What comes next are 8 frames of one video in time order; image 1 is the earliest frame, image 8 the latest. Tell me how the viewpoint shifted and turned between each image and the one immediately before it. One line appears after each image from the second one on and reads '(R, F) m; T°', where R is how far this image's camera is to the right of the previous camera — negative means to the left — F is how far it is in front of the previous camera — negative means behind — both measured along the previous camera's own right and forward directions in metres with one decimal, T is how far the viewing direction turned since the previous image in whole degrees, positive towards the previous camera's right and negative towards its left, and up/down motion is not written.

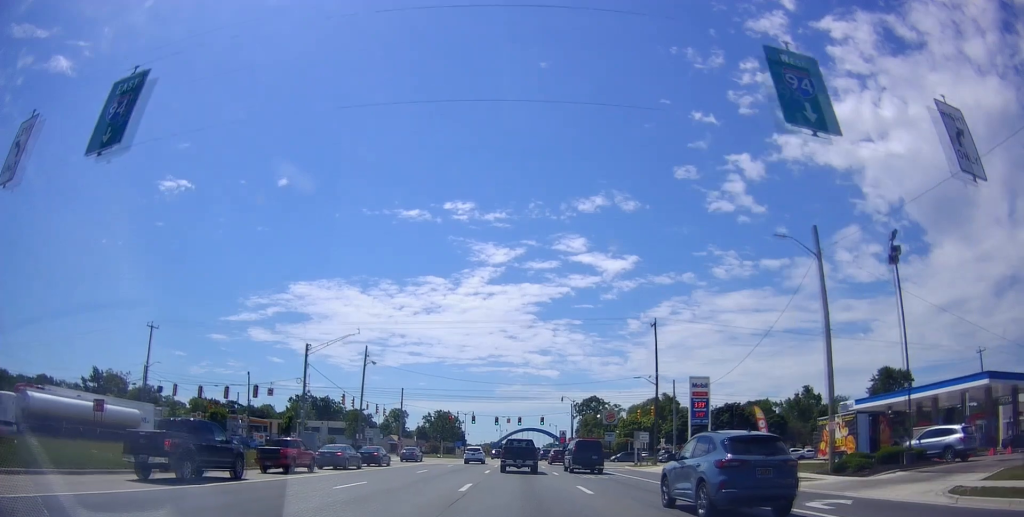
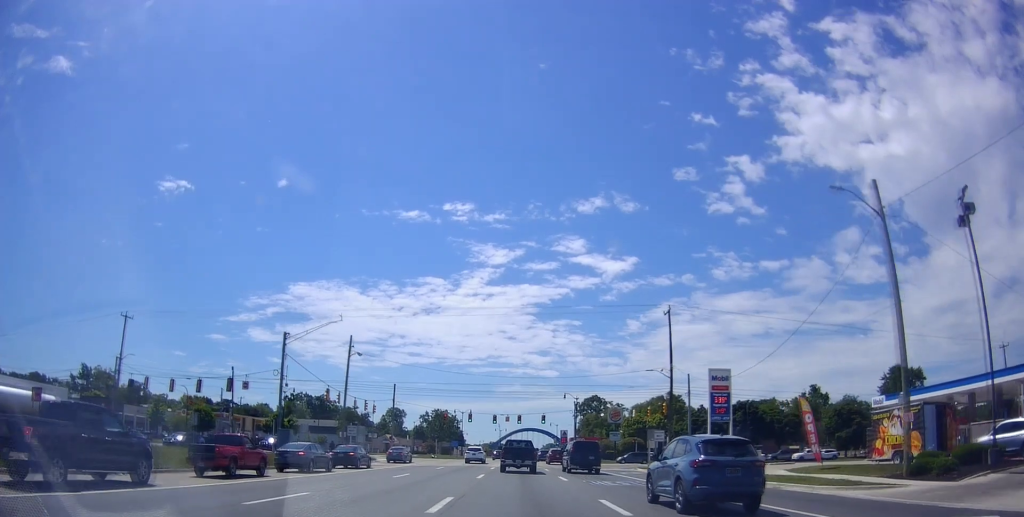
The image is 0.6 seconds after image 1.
(0.0, +5.4) m; 0°
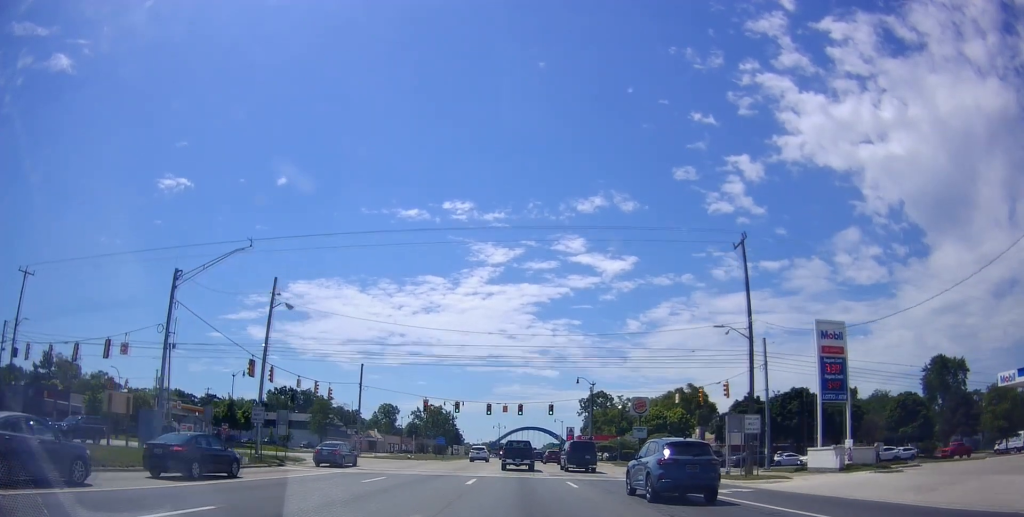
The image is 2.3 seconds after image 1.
(0.0, +18.6) m; 0°
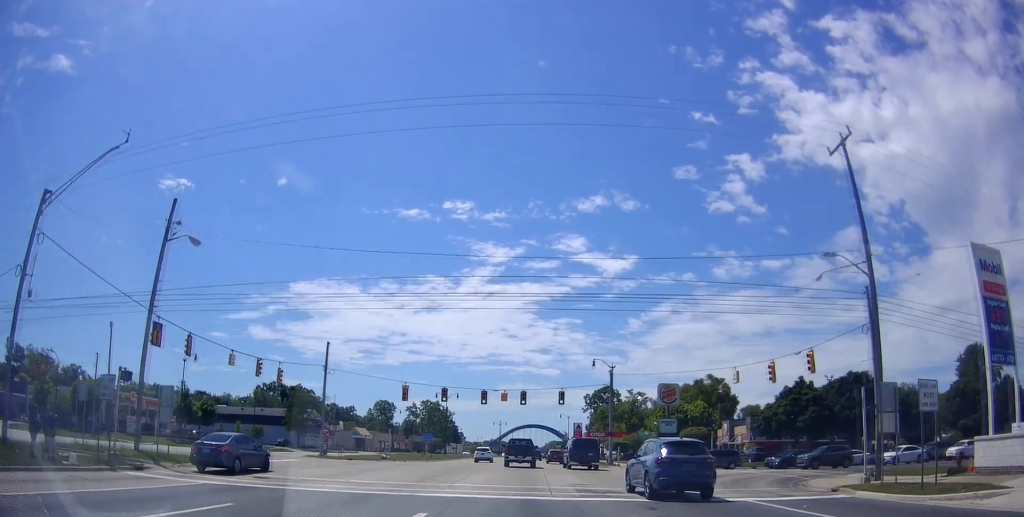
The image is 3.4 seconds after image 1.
(0.0, +13.6) m; 0°
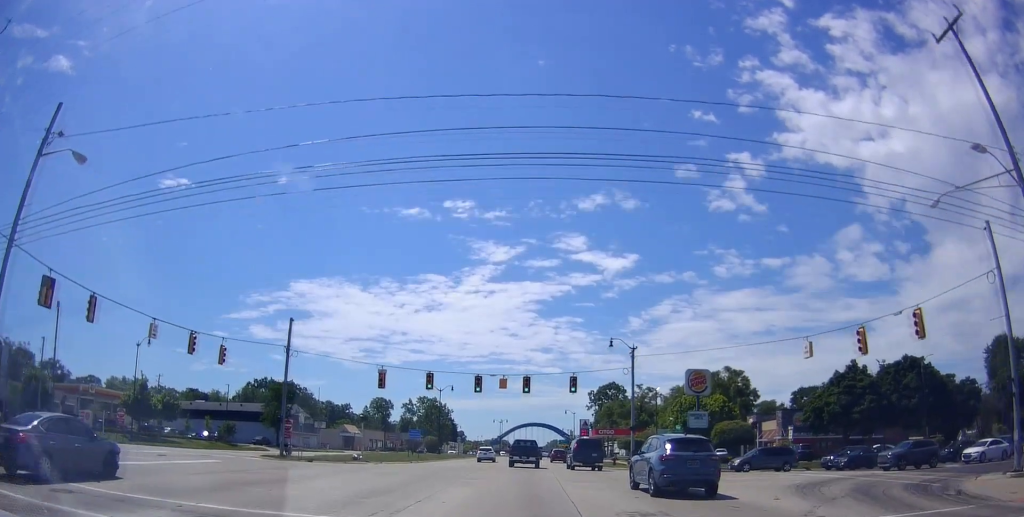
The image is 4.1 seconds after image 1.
(0.0, +10.1) m; -1°
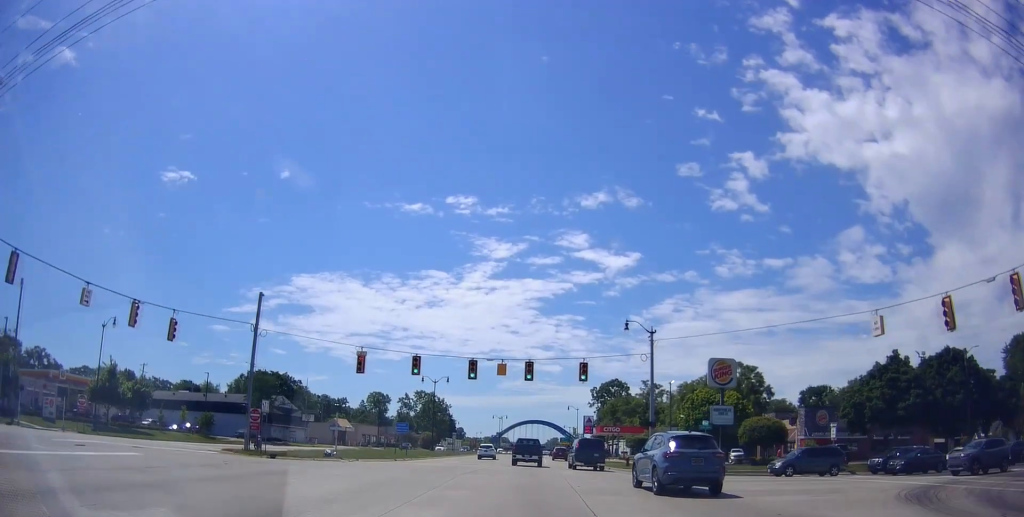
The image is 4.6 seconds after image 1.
(+0.2, +6.3) m; -1°
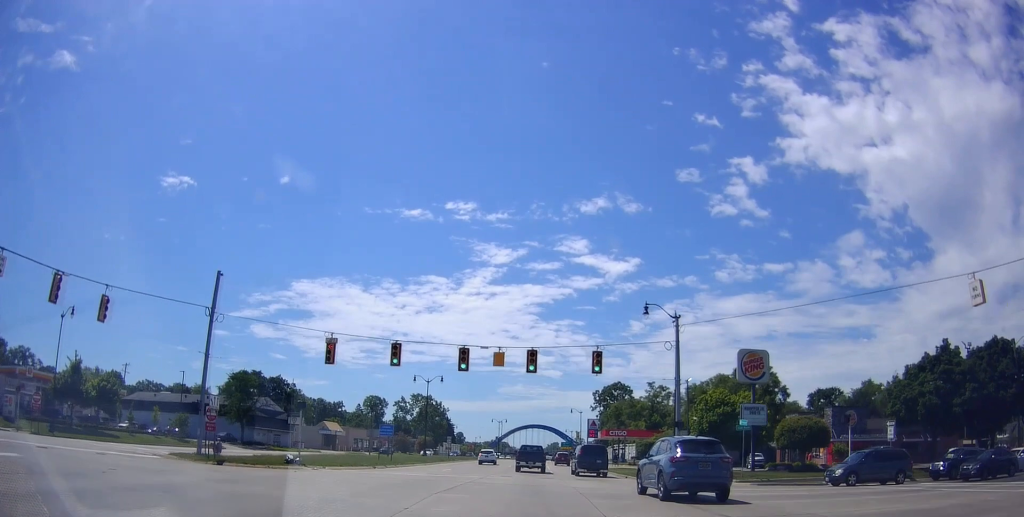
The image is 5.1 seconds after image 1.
(-0.3, +6.6) m; 0°
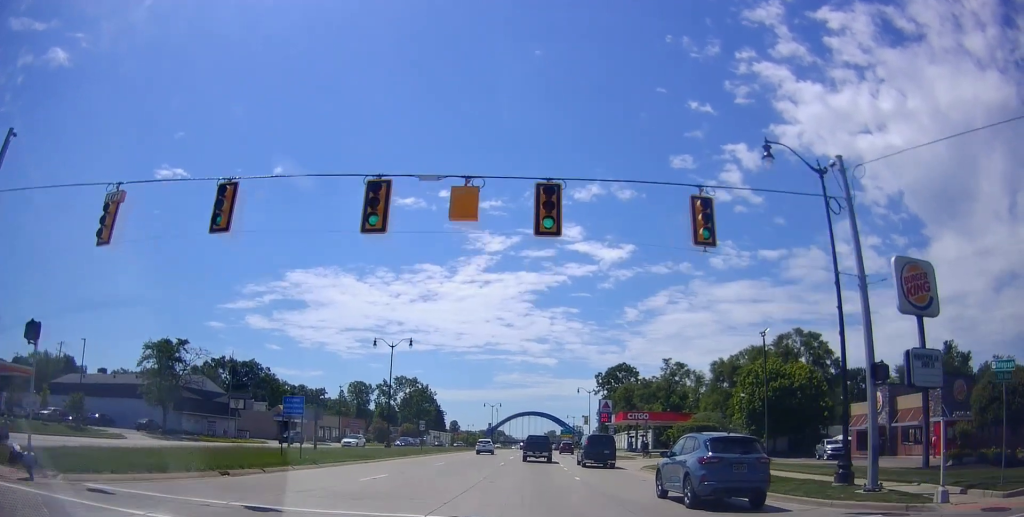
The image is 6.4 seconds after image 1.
(+0.1, +19.6) m; +2°
